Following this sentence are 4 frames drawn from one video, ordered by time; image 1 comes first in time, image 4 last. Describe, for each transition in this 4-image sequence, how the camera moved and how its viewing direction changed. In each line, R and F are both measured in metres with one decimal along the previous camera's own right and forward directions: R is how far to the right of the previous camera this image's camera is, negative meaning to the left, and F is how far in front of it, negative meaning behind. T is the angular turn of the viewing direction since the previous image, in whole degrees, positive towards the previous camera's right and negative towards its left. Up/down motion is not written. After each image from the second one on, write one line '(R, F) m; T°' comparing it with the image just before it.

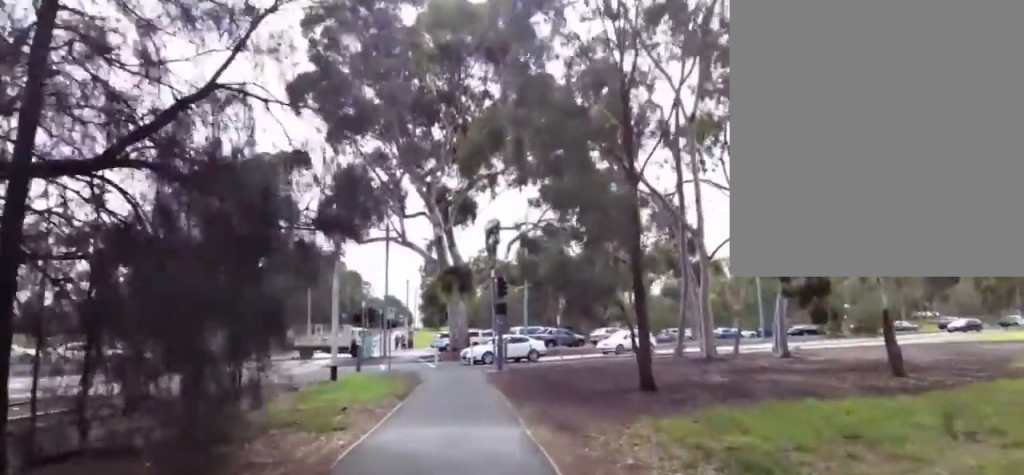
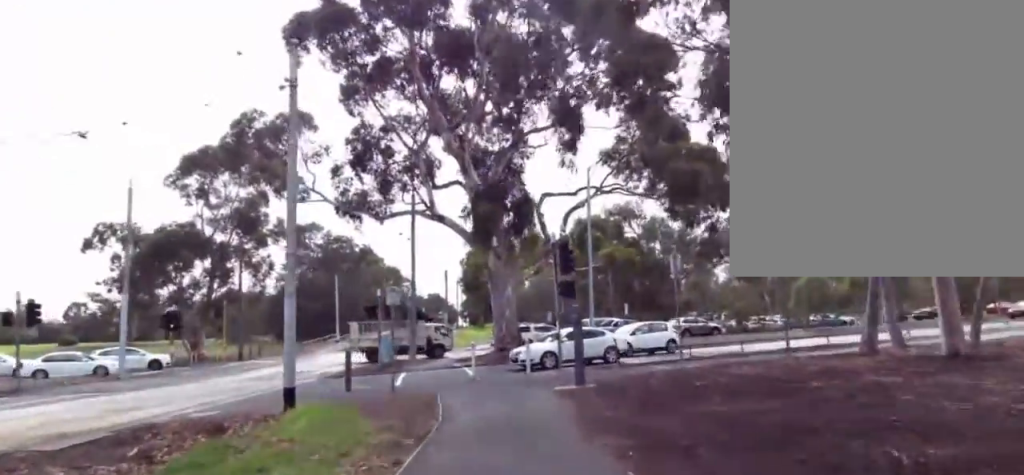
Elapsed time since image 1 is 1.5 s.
(-0.2, +8.5) m; -3°
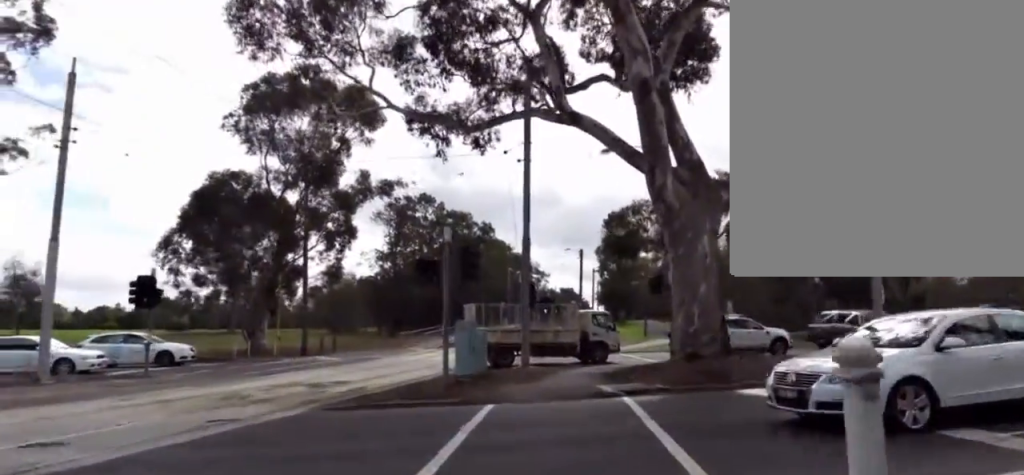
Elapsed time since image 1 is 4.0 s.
(-0.3, +13.4) m; -3°
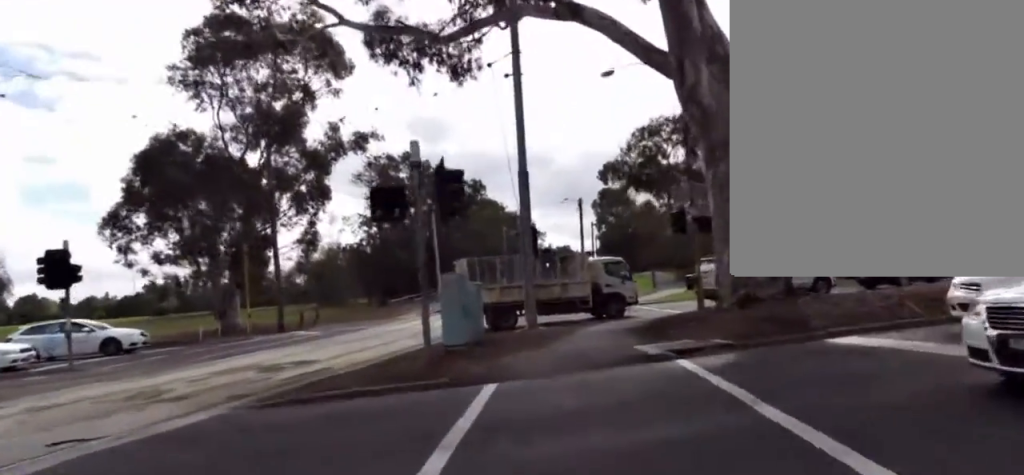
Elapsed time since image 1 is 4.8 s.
(+0.1, +3.7) m; +3°
